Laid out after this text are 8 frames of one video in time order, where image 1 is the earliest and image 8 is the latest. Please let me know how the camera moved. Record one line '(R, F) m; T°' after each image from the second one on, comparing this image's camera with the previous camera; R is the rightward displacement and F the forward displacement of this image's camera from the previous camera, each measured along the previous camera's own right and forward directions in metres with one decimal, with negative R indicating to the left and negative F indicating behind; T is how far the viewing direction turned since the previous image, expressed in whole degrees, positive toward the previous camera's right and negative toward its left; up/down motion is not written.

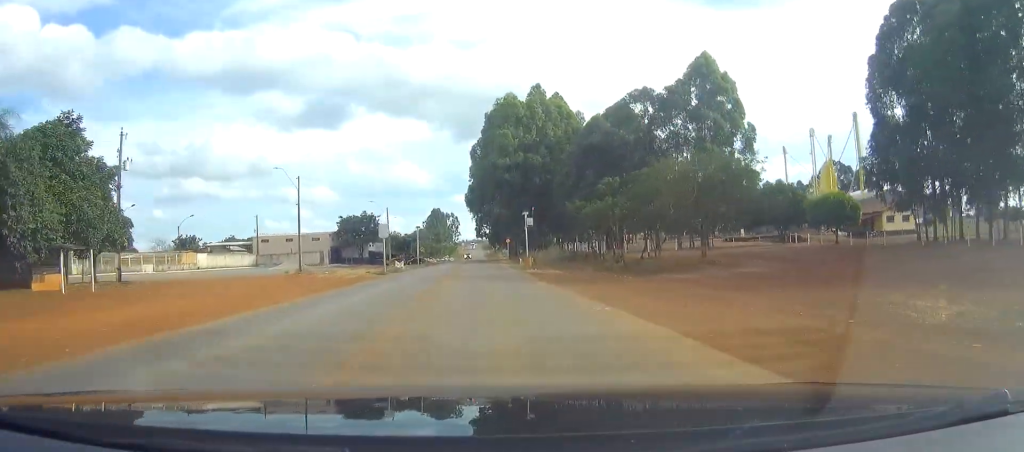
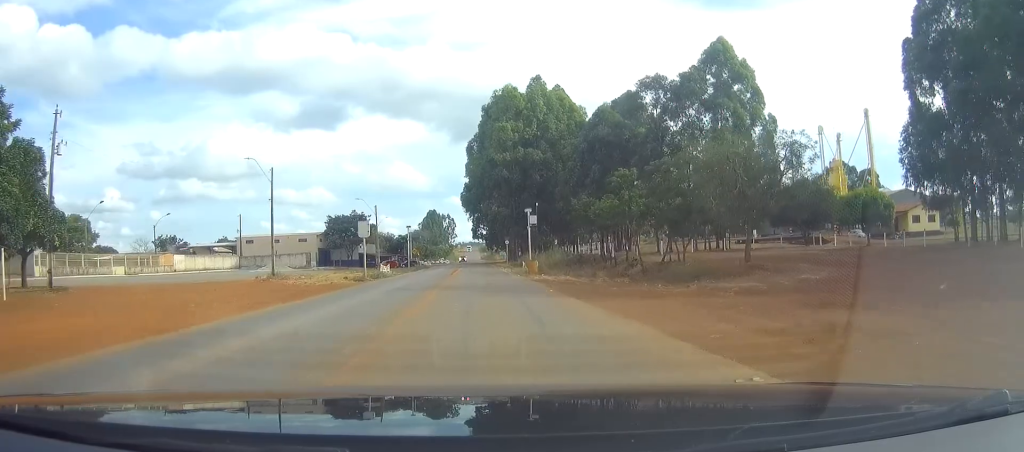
(-0.1, +7.2) m; 0°
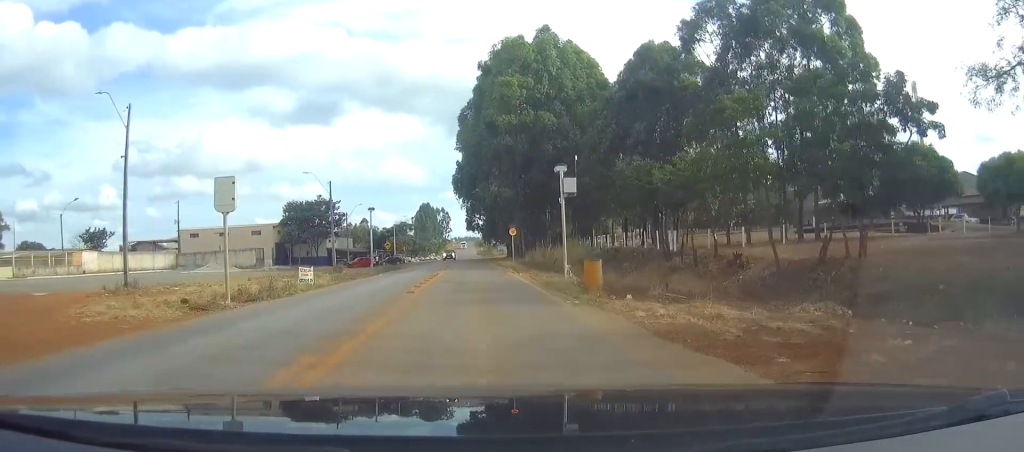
(+0.4, +22.9) m; +2°
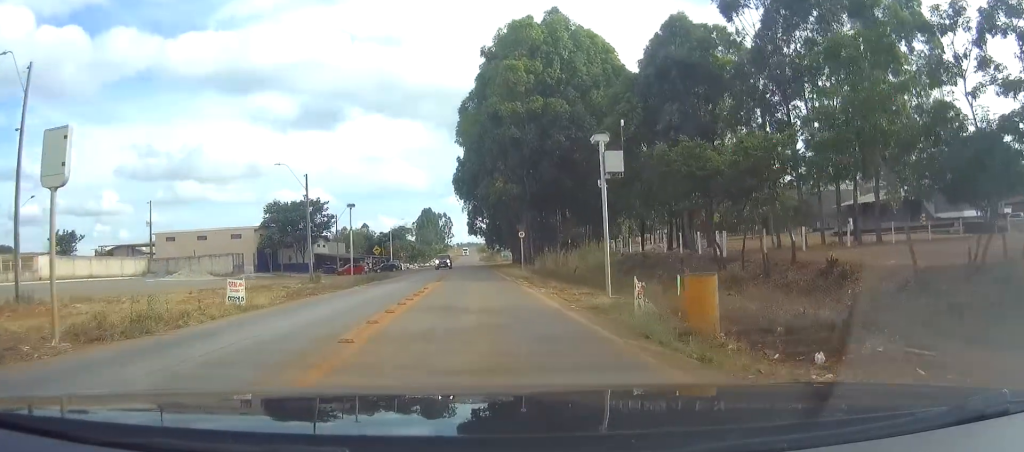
(-0.1, +8.7) m; -1°
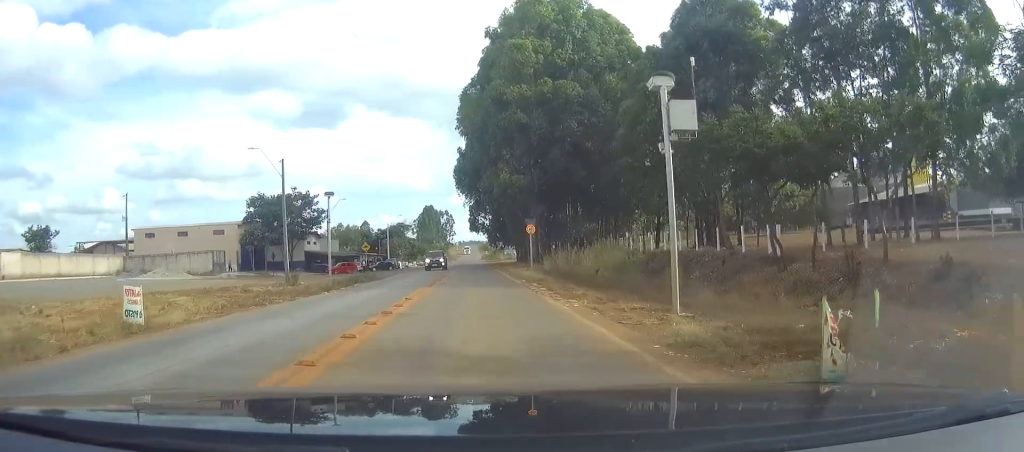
(0.0, +6.5) m; 0°
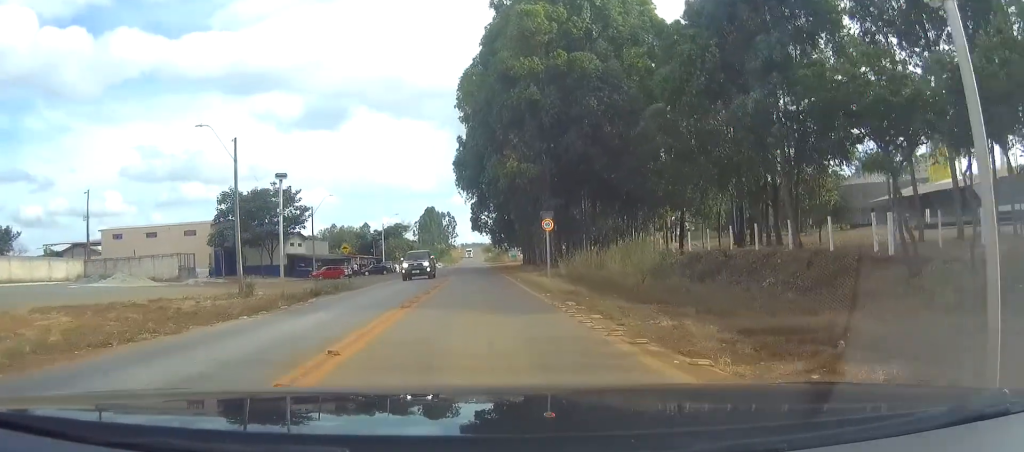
(0.0, +9.0) m; -1°
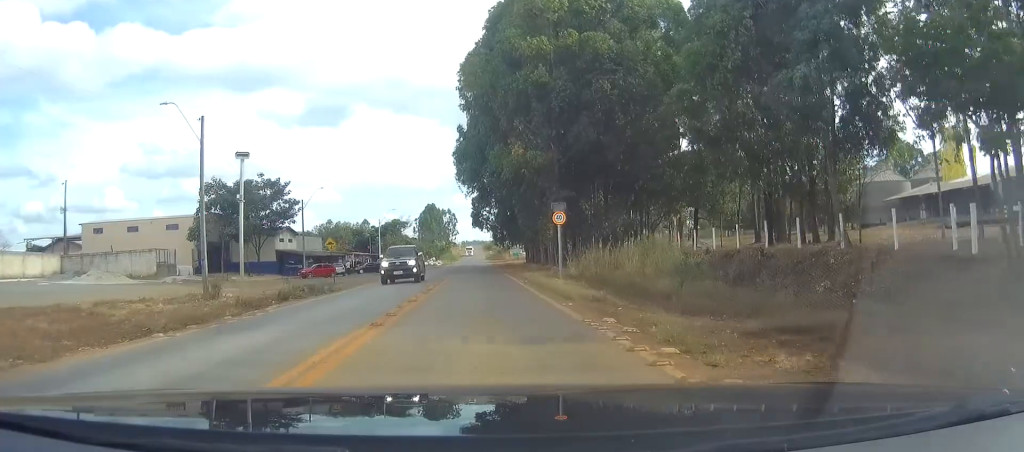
(0.0, +4.6) m; 0°
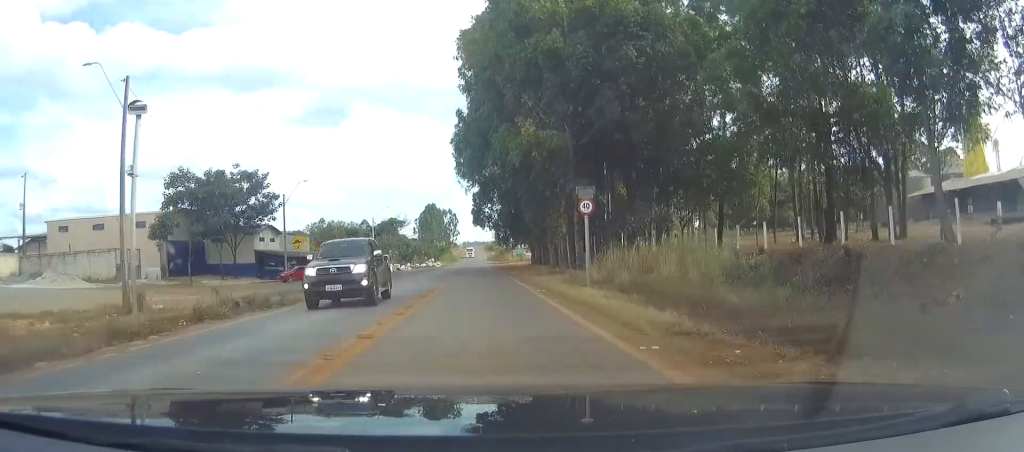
(-0.1, +7.3) m; 0°
